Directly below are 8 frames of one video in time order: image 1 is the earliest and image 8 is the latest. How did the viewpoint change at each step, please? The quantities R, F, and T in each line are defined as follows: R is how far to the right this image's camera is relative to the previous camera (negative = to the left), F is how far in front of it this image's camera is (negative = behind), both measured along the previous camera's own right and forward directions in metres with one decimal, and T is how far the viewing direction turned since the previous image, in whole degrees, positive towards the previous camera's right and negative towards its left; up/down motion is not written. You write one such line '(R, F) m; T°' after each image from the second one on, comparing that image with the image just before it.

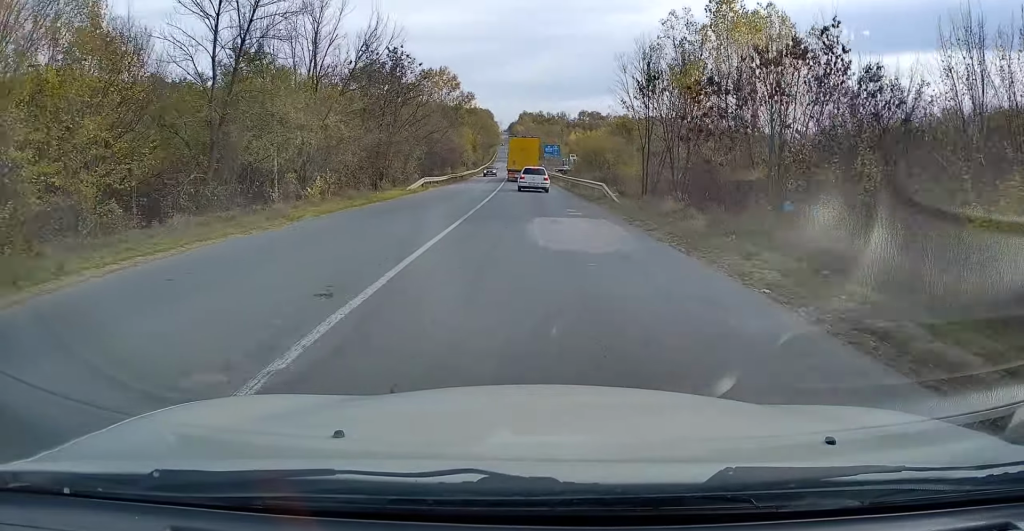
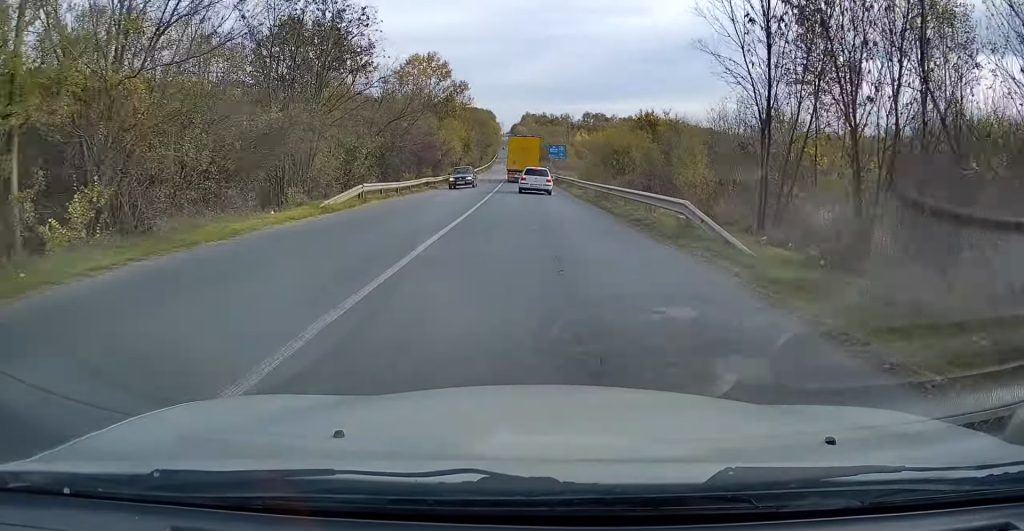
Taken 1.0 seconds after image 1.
(-0.1, +15.3) m; 0°
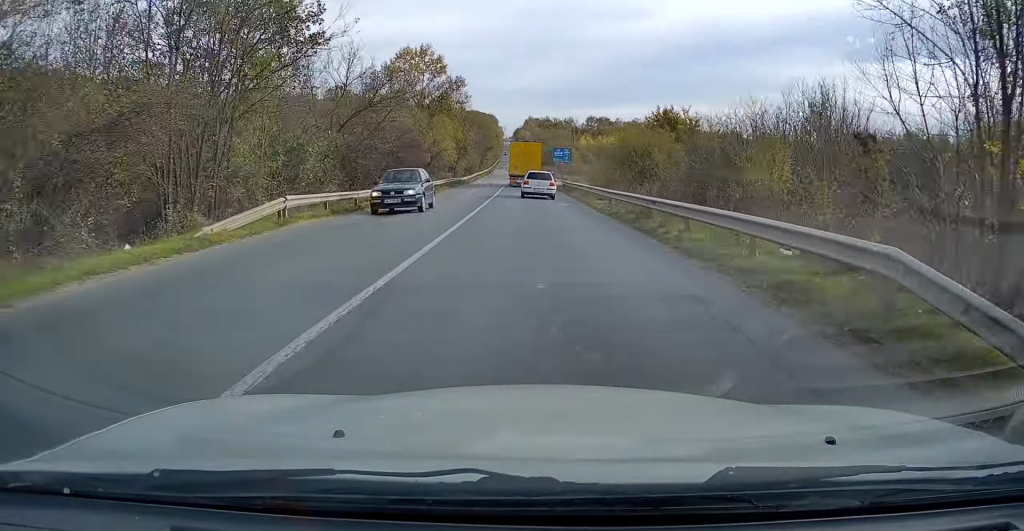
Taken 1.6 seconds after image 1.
(0.0, +8.7) m; 0°
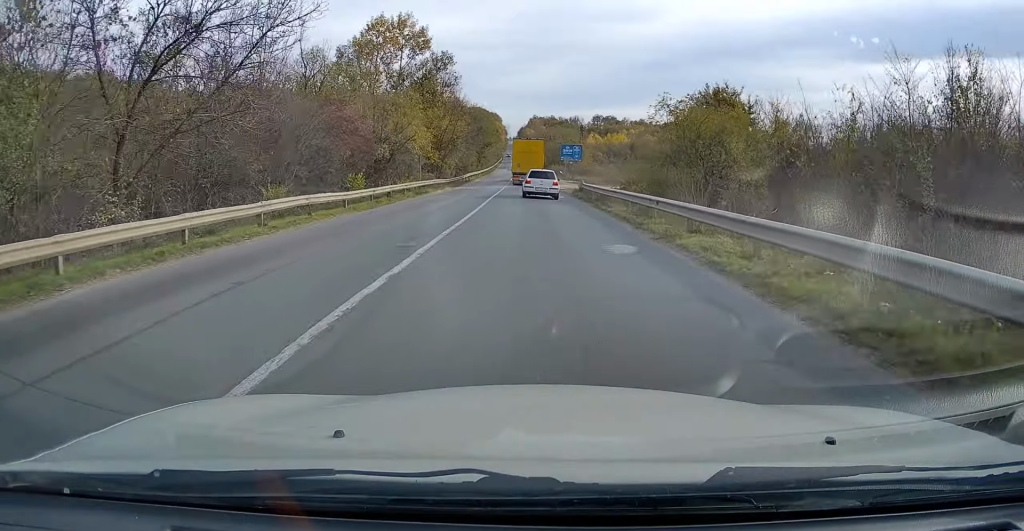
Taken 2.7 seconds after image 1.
(-0.1, +17.1) m; -1°
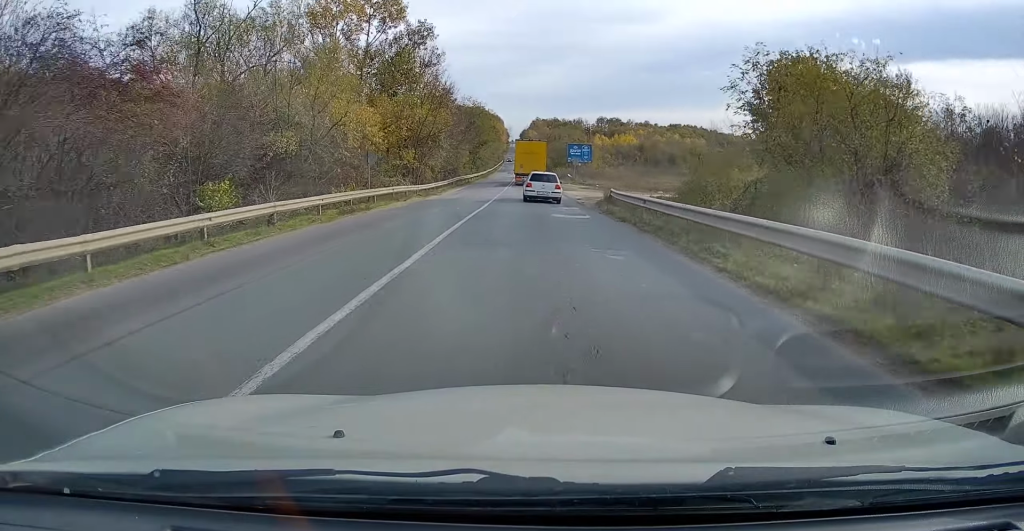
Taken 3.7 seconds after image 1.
(-0.1, +14.5) m; 0°
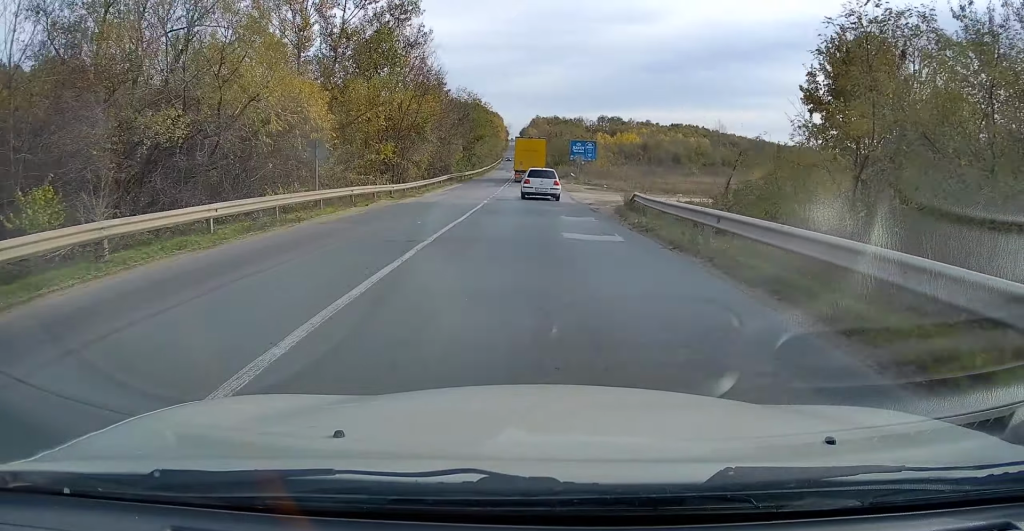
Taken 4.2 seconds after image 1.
(0.0, +7.1) m; 0°
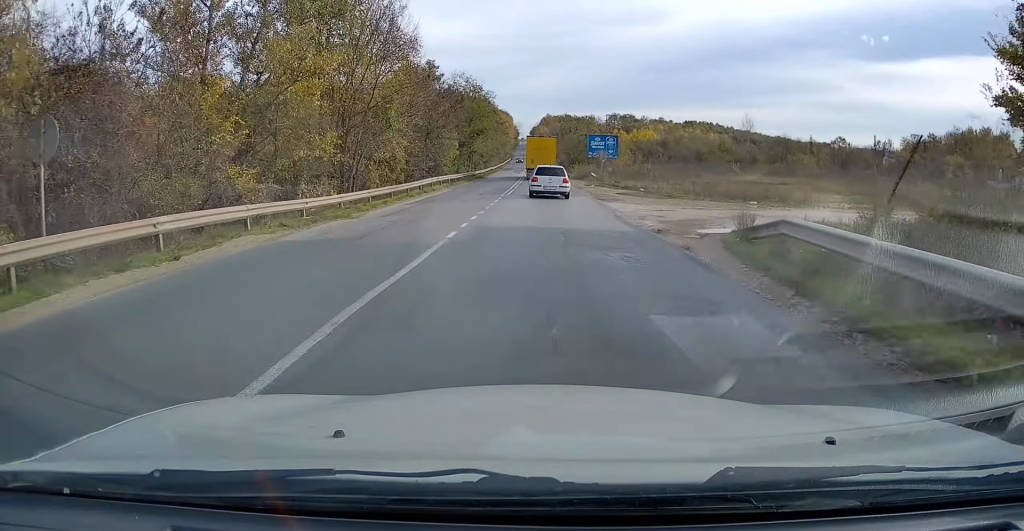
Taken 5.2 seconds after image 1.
(0.0, +13.8) m; -1°
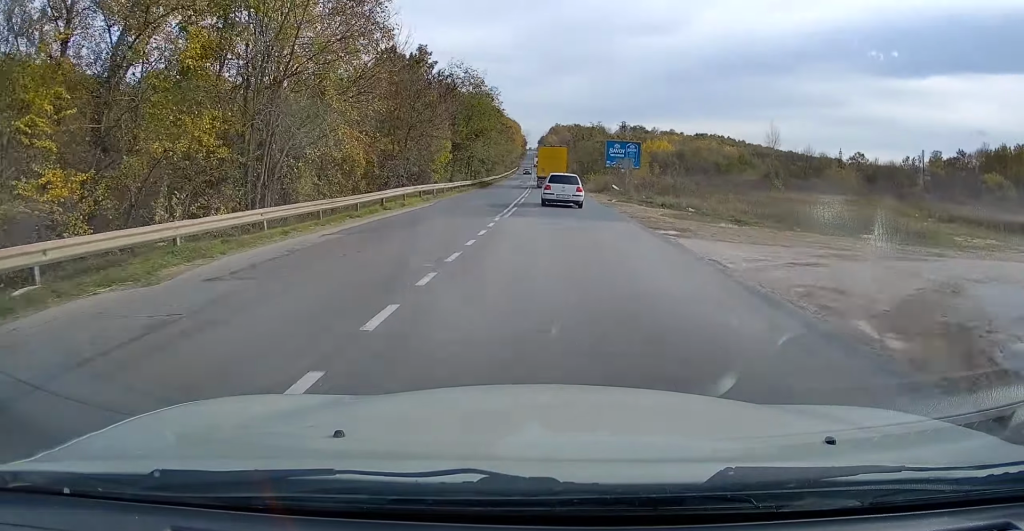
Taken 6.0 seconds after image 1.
(-0.2, +11.3) m; -1°
